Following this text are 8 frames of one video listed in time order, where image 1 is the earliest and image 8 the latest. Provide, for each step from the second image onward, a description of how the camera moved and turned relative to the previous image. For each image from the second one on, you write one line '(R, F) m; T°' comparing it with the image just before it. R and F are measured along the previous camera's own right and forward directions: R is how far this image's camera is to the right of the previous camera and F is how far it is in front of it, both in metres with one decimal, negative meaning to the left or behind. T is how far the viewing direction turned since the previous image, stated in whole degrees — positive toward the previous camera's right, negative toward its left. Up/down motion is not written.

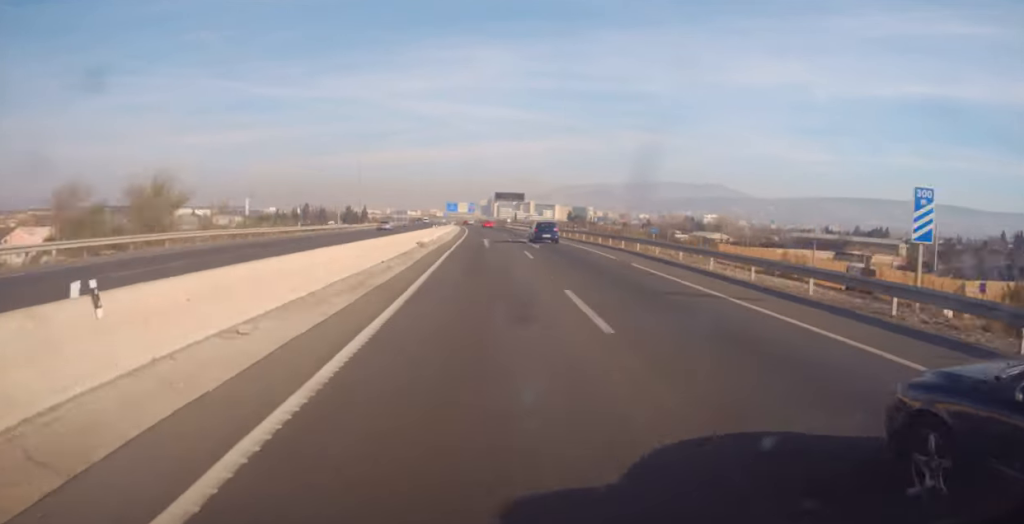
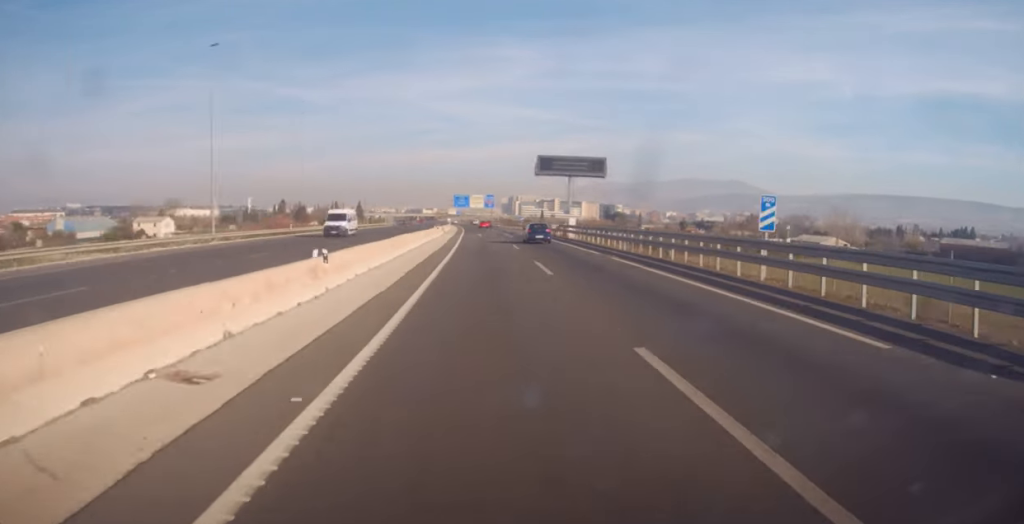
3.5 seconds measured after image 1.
(-2.9, +116.6) m; -2°
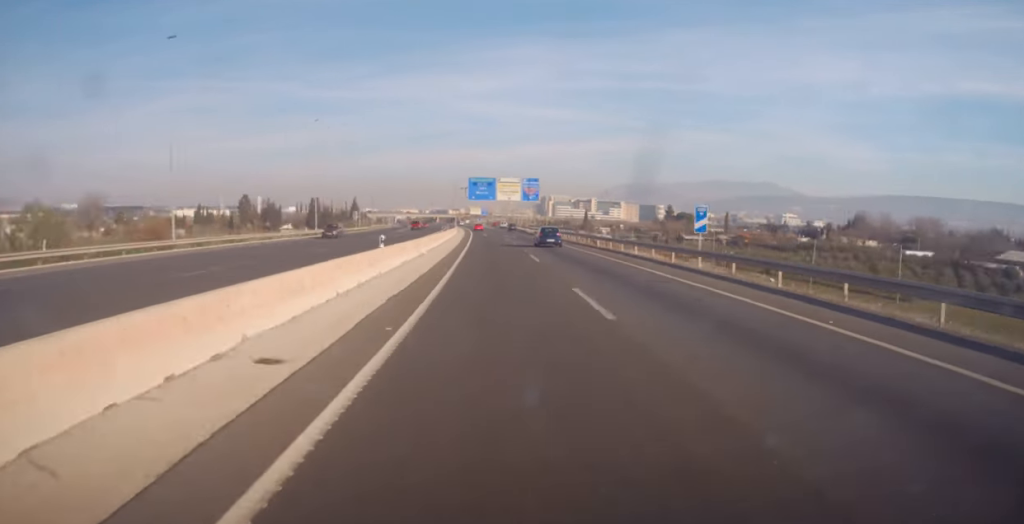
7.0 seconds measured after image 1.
(0.0, +121.4) m; -2°
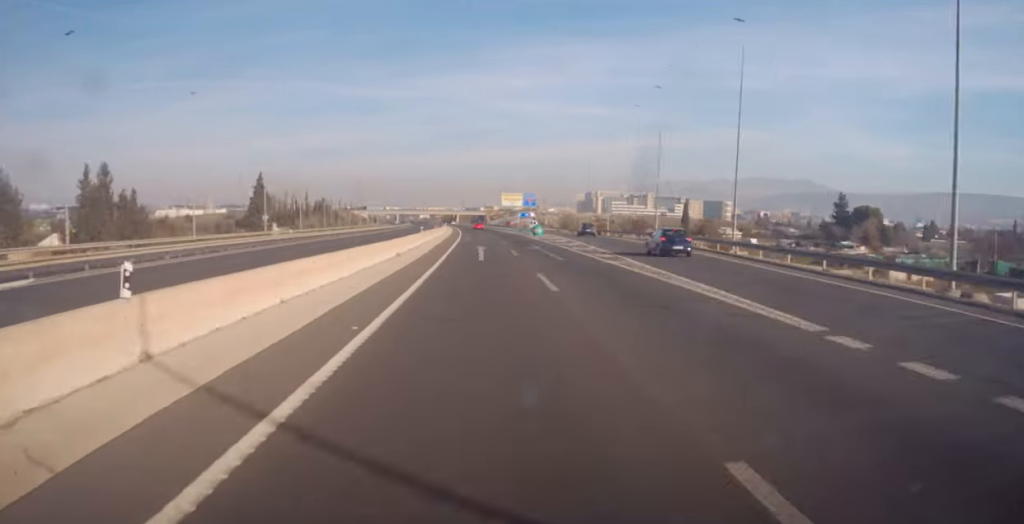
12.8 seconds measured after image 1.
(-7.9, +245.3) m; -4°
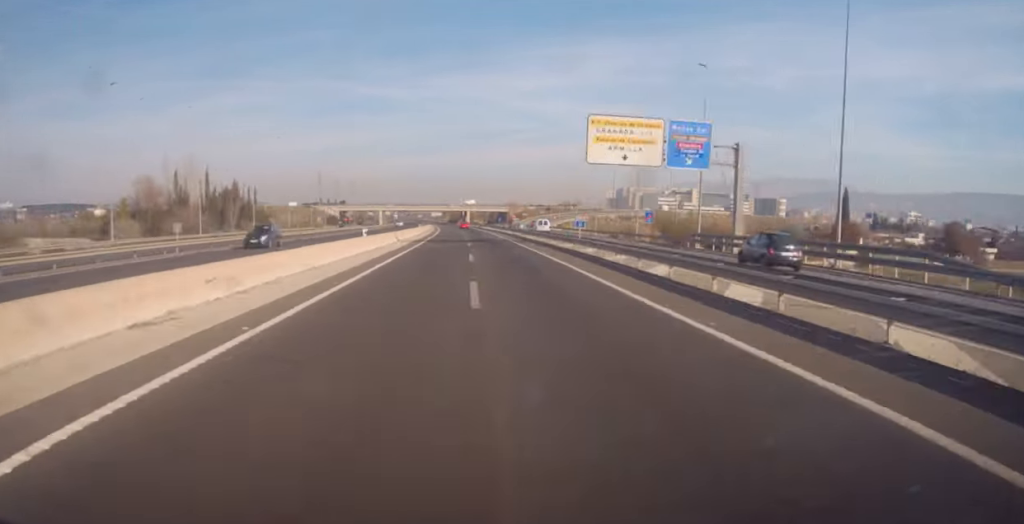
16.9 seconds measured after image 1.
(-6.6, +155.3) m; -3°
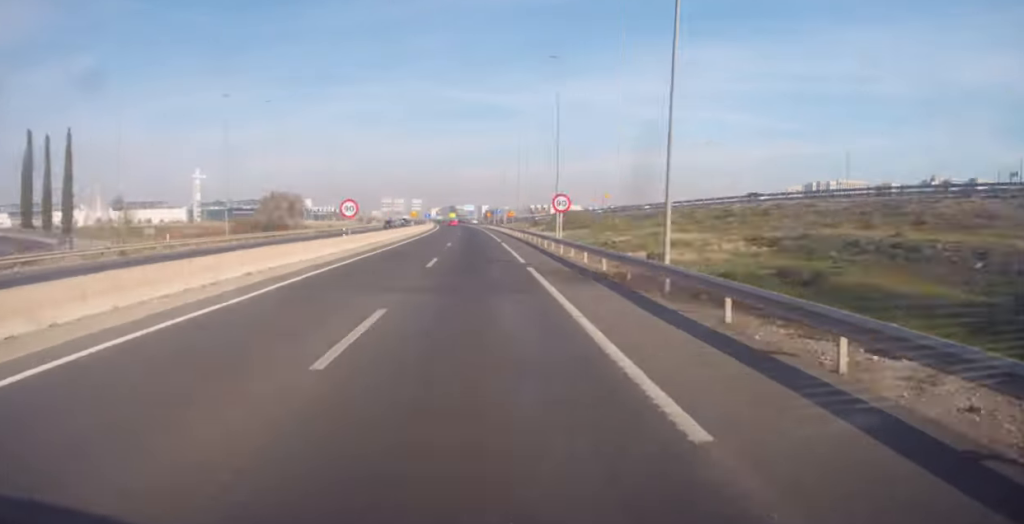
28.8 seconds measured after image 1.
(-30.1, +384.8) m; -9°
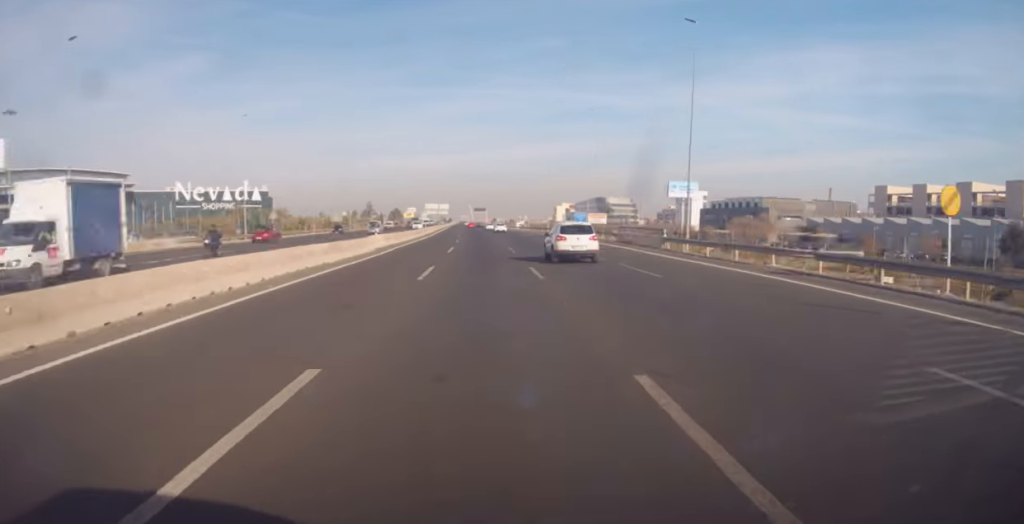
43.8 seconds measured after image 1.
(-39.0, +452.5) m; -9°
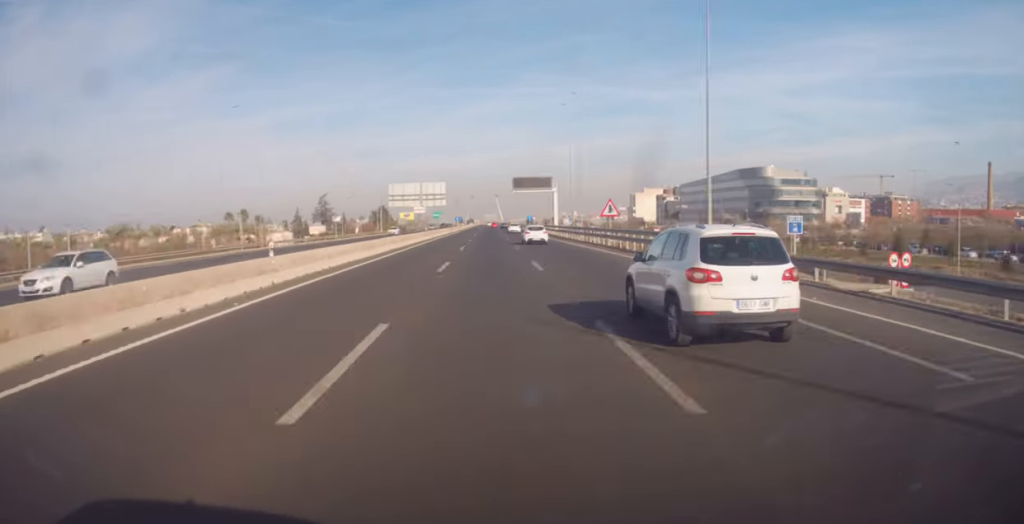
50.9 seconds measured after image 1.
(-4.9, +208.5) m; -2°
